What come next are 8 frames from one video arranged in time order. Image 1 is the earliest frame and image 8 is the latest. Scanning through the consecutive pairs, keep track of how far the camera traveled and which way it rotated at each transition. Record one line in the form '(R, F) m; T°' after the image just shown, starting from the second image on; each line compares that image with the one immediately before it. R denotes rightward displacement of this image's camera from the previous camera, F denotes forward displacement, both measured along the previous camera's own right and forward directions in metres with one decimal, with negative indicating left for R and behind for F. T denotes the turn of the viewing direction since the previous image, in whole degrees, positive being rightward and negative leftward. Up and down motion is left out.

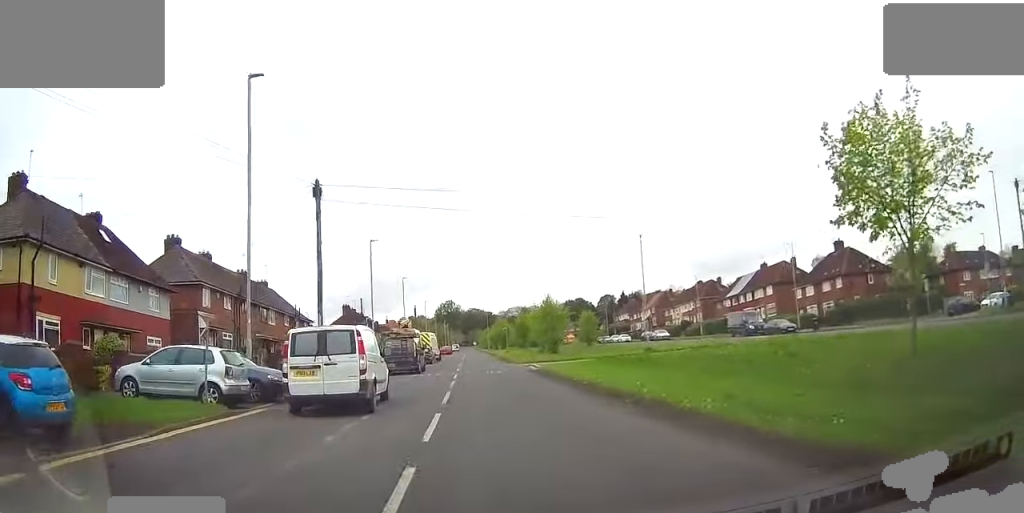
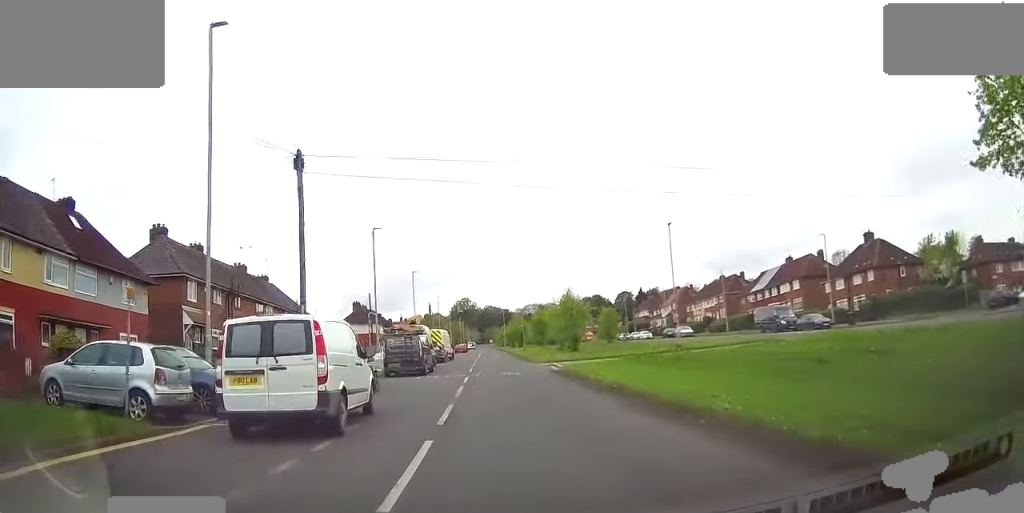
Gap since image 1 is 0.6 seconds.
(-0.1, +4.0) m; -1°
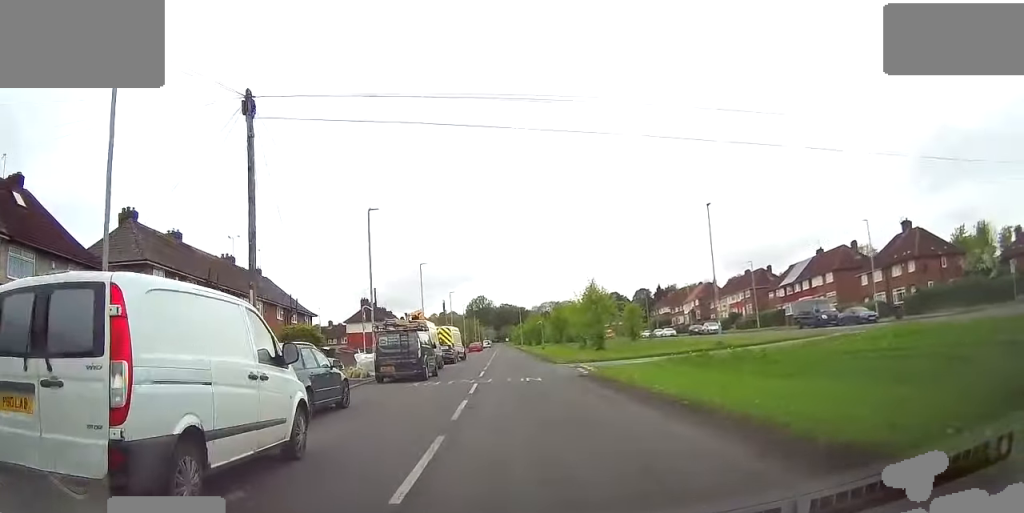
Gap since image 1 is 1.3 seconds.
(+0.1, +5.3) m; 0°
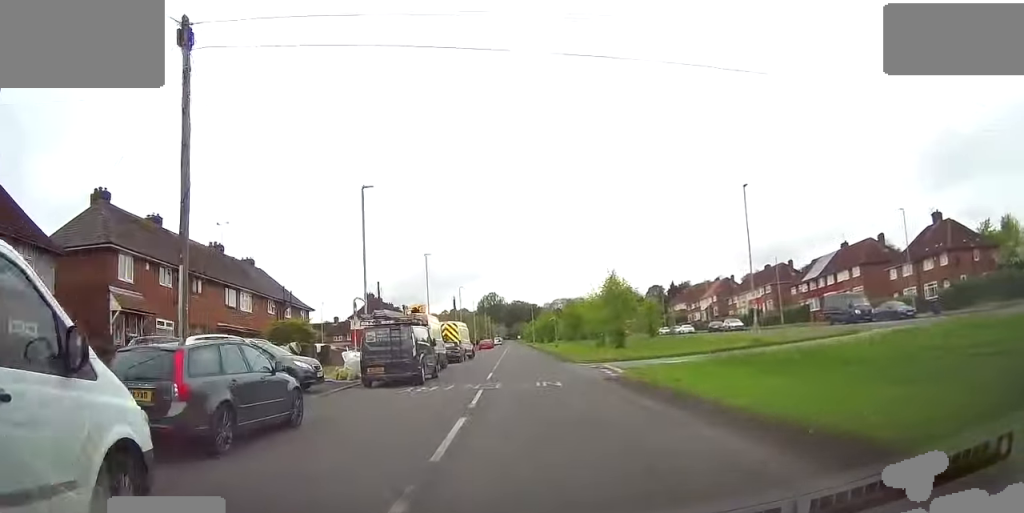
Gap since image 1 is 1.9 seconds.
(-0.1, +4.2) m; 0°
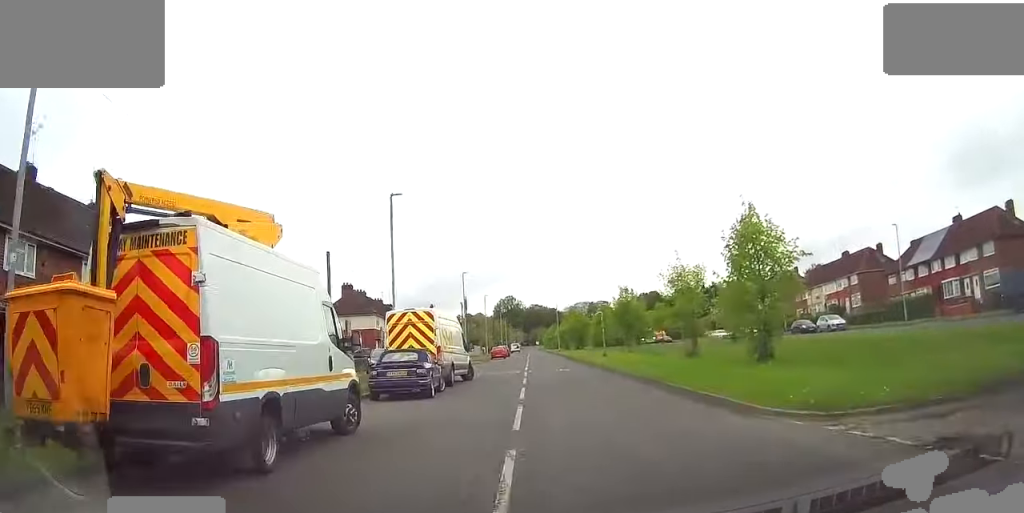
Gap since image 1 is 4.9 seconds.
(-0.4, +23.6) m; -4°
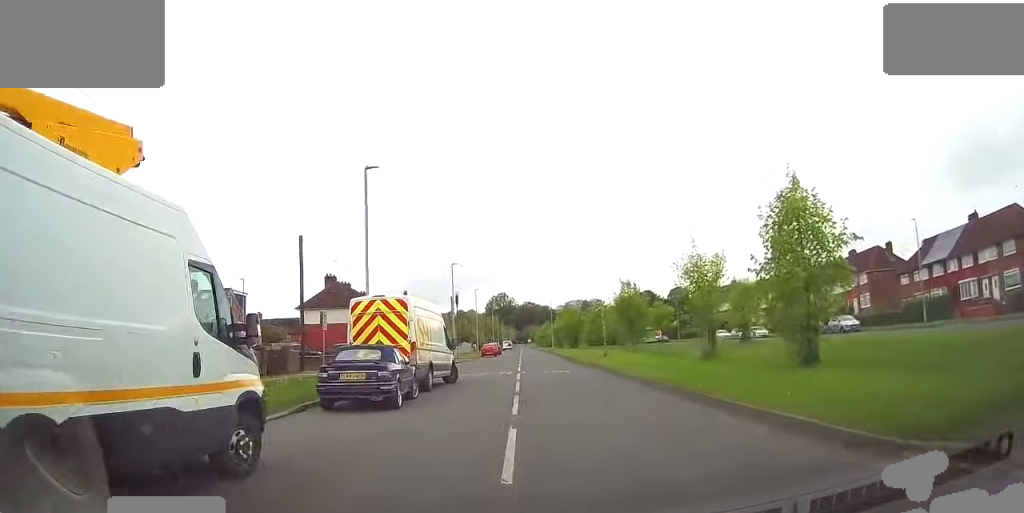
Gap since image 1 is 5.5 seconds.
(-0.2, +4.1) m; +1°
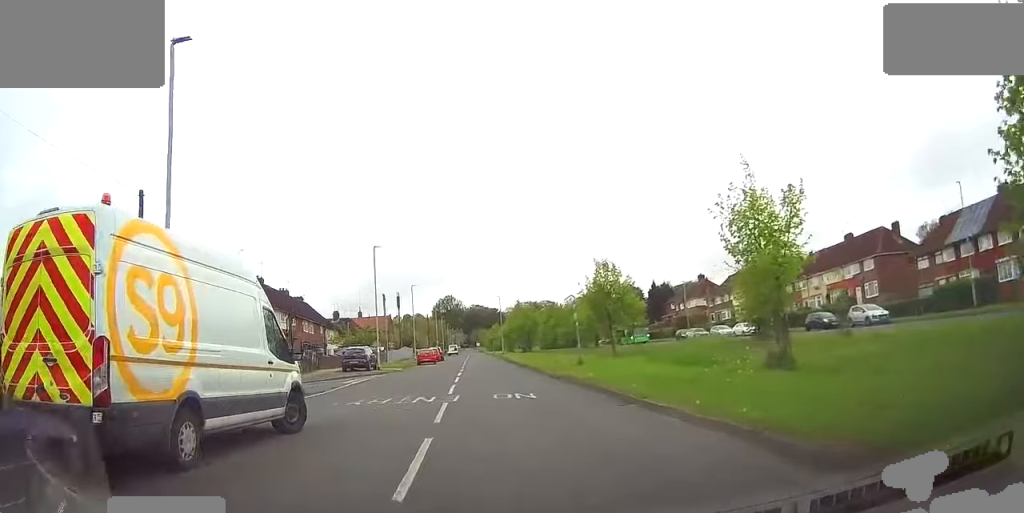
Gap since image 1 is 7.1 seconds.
(+1.0, +12.4) m; +5°
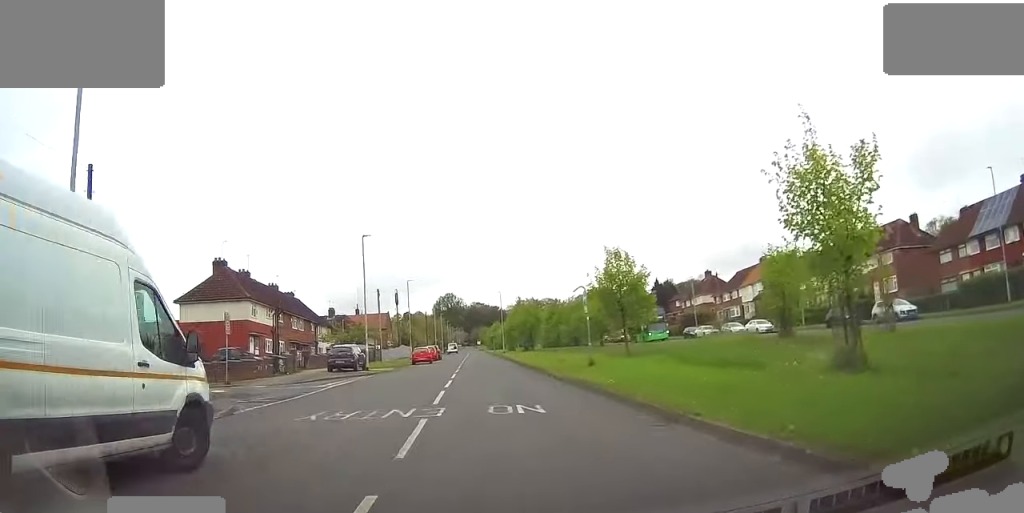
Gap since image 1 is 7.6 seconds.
(0.0, +4.0) m; 0°
